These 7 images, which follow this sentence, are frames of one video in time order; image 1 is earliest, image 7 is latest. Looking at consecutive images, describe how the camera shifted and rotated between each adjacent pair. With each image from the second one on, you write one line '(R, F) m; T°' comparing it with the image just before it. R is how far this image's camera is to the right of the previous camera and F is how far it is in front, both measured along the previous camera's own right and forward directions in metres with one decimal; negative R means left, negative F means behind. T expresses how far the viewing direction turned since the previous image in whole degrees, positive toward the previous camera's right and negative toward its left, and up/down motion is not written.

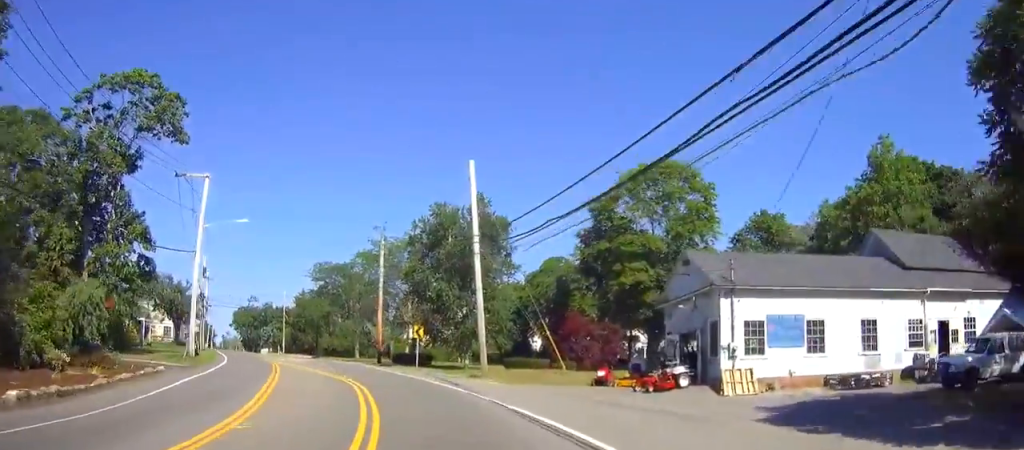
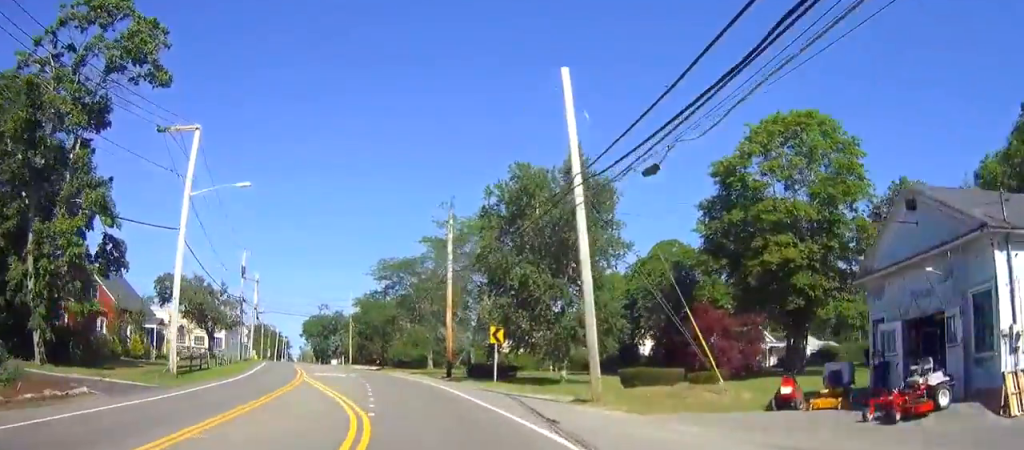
(0.0, +12.0) m; 0°
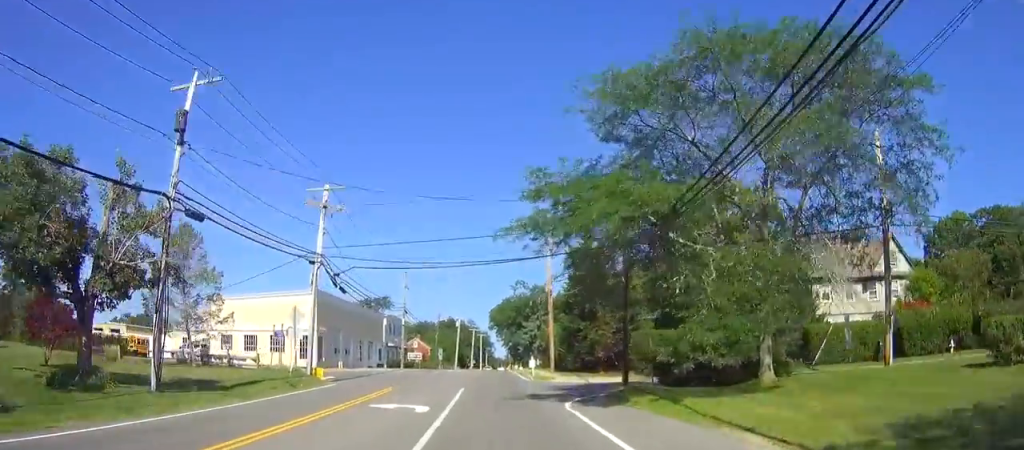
(0.0, +43.0) m; 0°
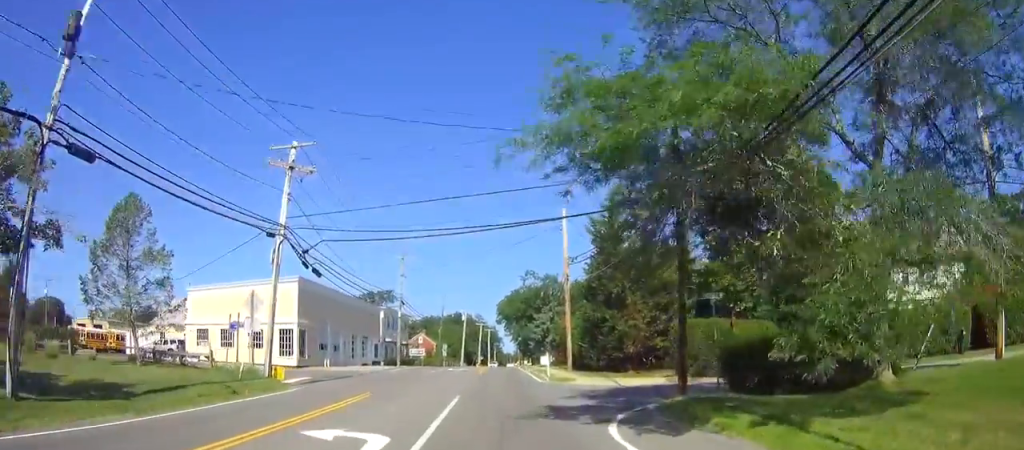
(0.0, +6.6) m; 0°
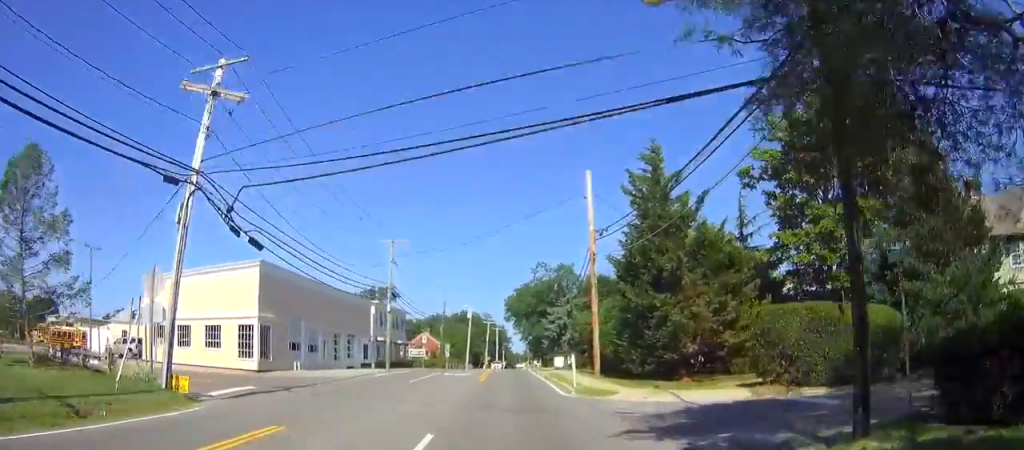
(0.0, +8.4) m; 0°
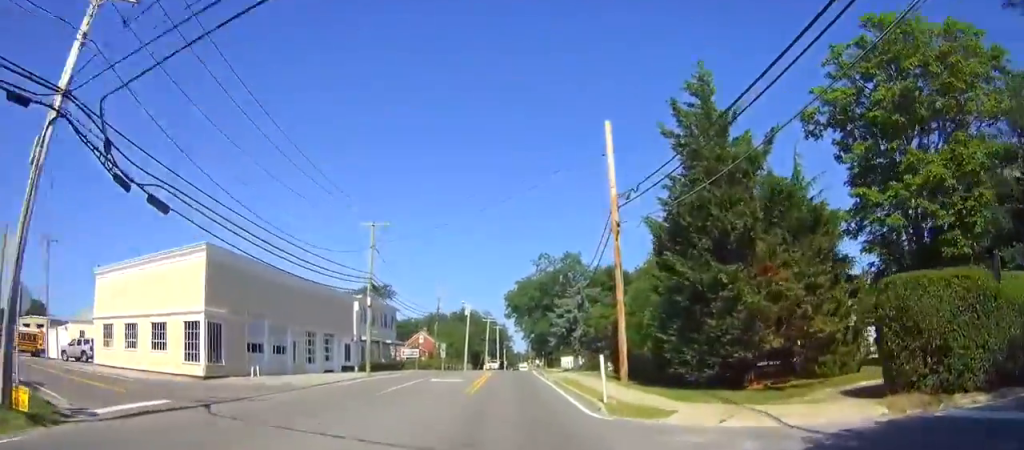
(0.0, +7.6) m; 0°
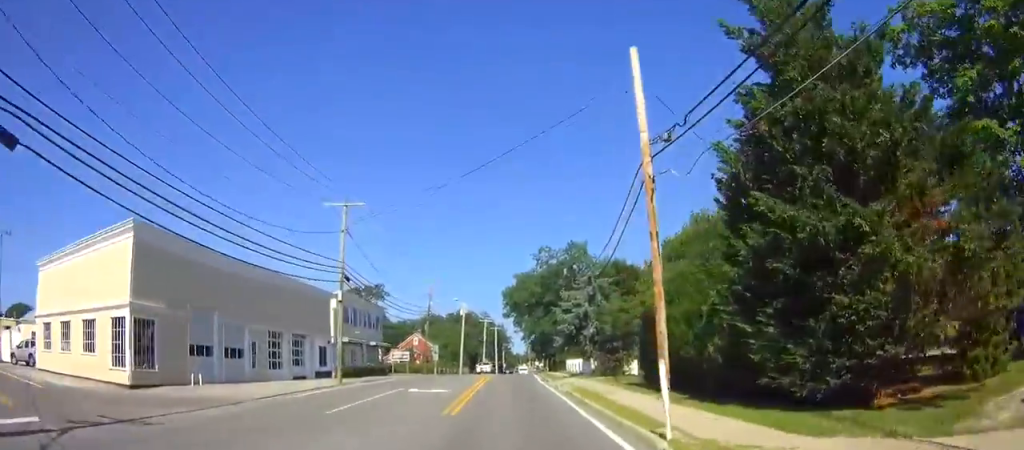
(0.0, +7.1) m; 0°
